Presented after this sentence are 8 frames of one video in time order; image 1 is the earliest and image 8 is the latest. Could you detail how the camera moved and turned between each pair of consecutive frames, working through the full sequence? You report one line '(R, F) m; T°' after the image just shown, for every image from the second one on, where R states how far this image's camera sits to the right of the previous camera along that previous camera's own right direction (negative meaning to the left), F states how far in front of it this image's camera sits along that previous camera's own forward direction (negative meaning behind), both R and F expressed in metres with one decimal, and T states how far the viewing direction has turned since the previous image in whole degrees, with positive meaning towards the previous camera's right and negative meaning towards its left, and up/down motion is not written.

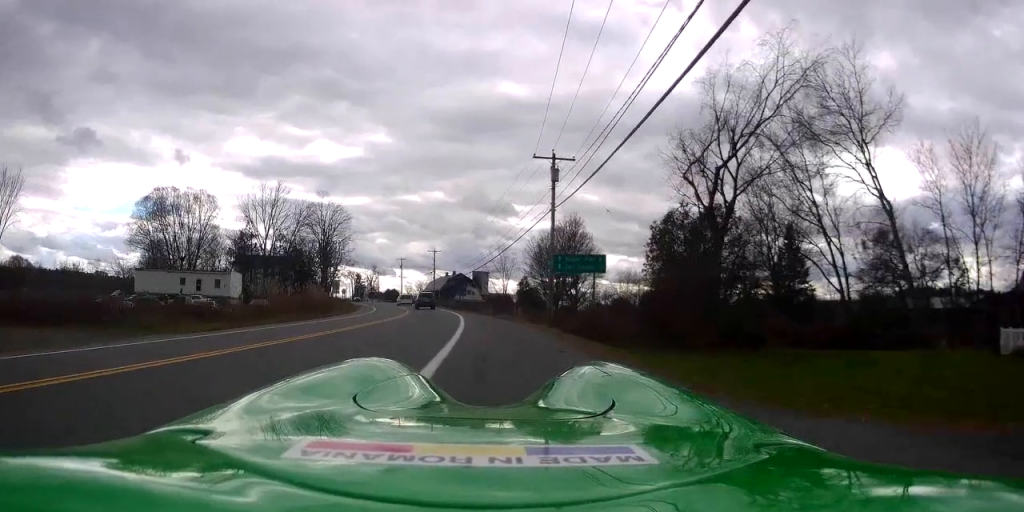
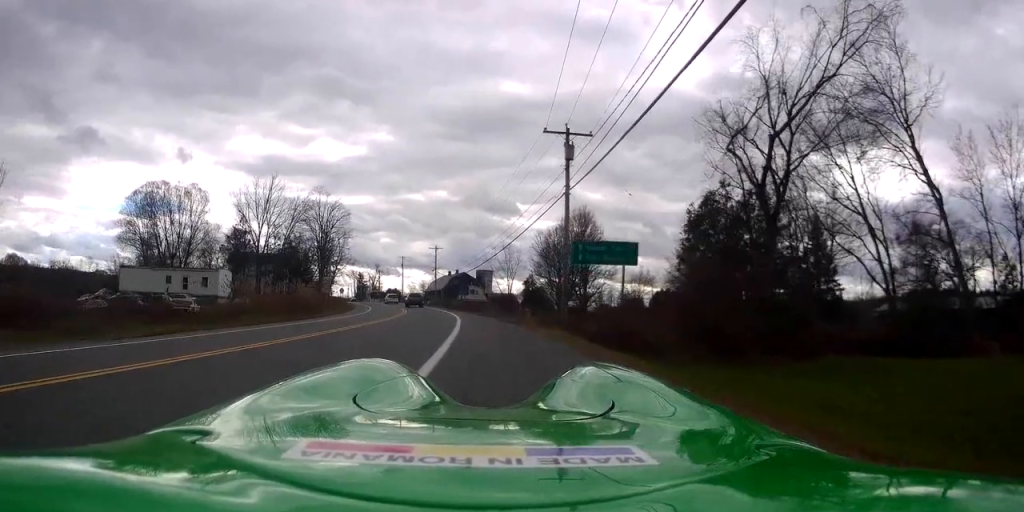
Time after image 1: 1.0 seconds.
(0.0, +4.7) m; -2°
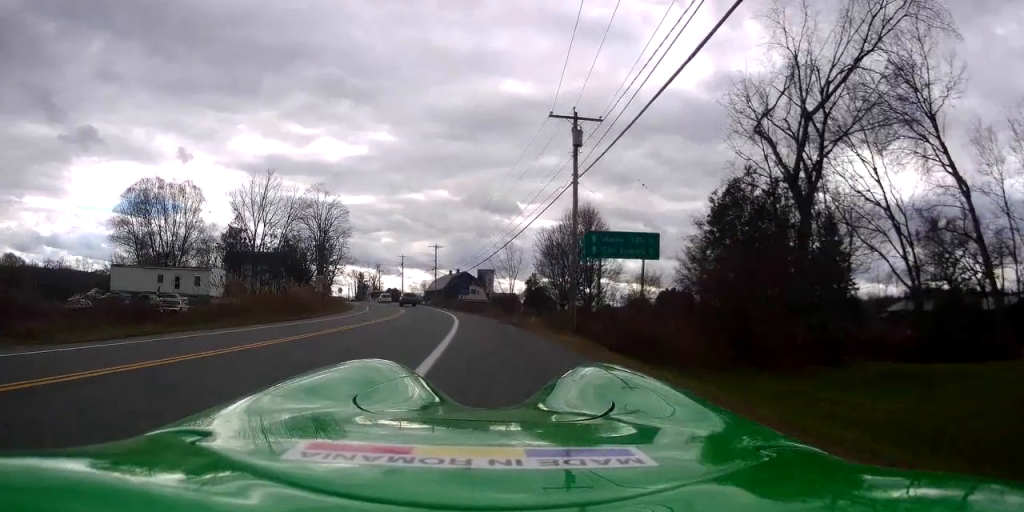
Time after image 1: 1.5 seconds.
(-0.1, +2.3) m; -3°
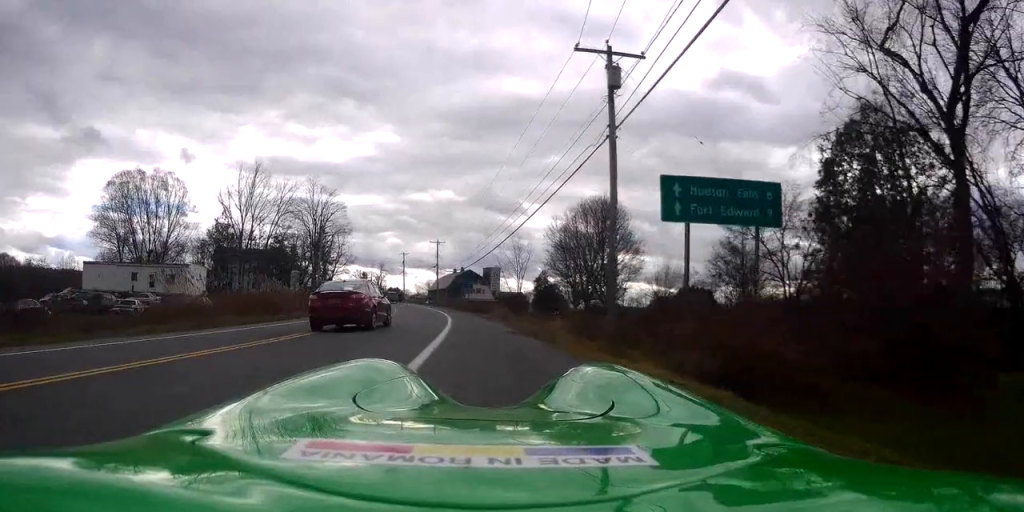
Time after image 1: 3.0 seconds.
(-0.4, +7.2) m; -3°
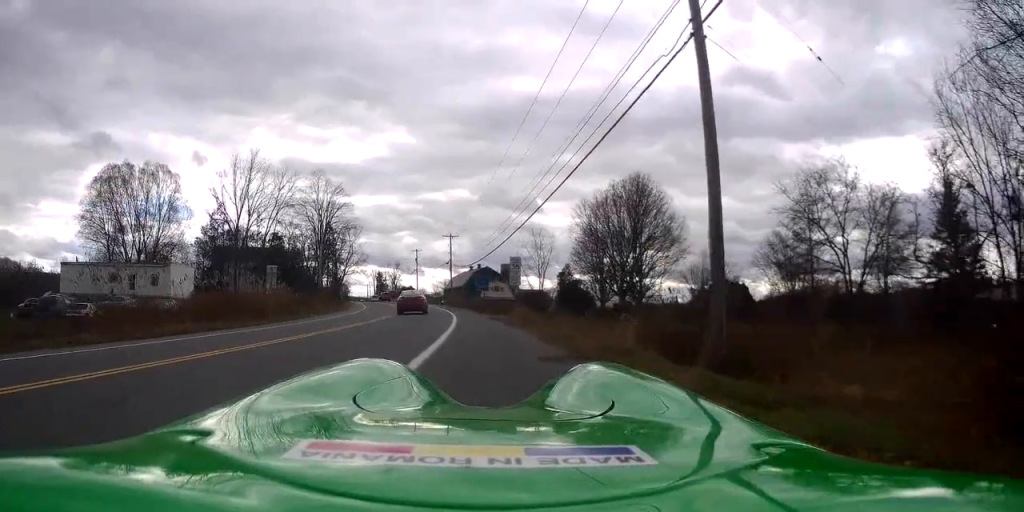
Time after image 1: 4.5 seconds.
(+0.7, +7.3) m; +3°
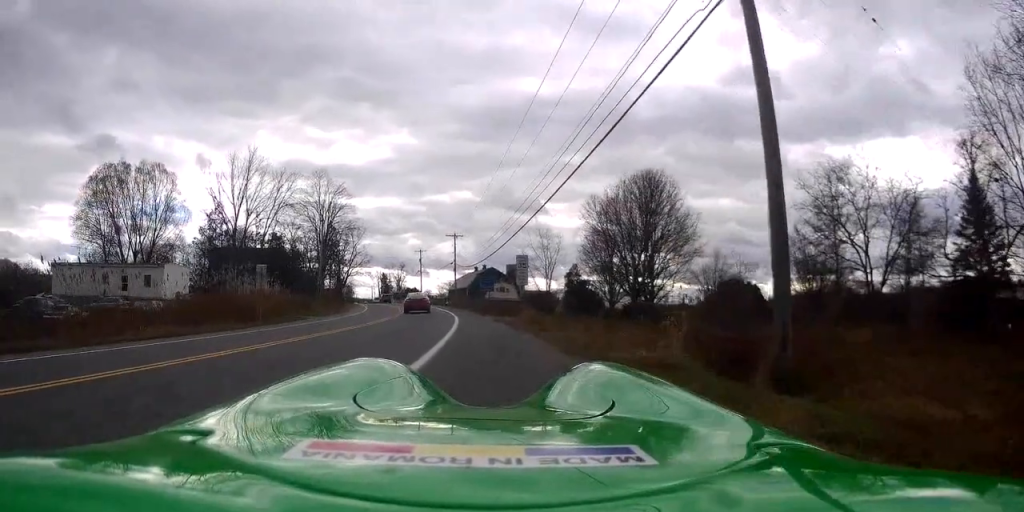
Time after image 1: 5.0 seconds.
(-0.3, +2.3) m; -2°
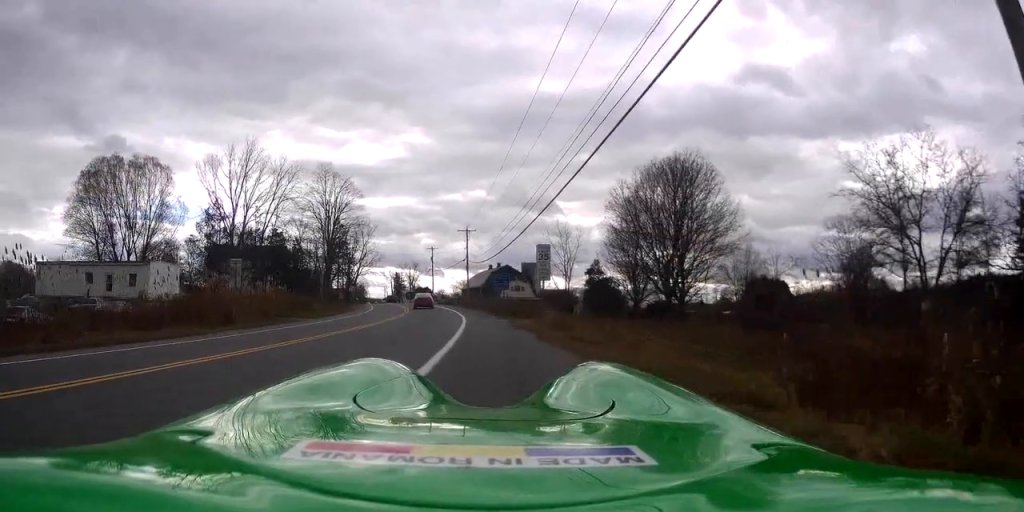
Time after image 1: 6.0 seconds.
(-0.3, +5.0) m; -1°
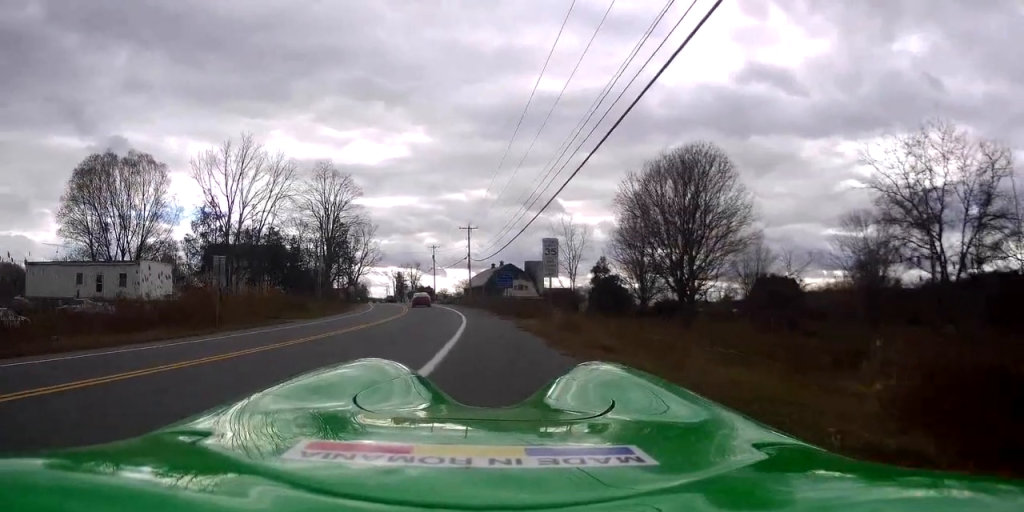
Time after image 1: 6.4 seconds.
(+0.1, +2.1) m; +2°
